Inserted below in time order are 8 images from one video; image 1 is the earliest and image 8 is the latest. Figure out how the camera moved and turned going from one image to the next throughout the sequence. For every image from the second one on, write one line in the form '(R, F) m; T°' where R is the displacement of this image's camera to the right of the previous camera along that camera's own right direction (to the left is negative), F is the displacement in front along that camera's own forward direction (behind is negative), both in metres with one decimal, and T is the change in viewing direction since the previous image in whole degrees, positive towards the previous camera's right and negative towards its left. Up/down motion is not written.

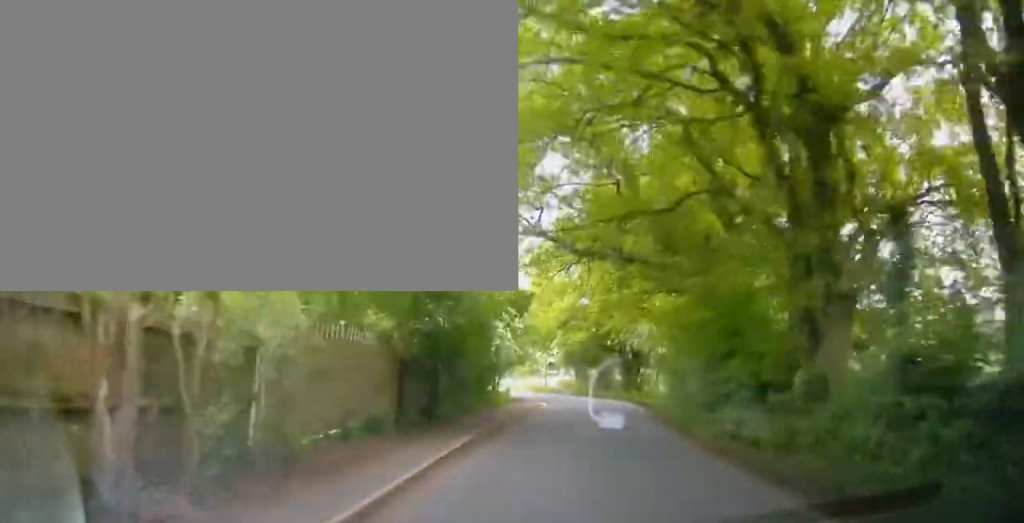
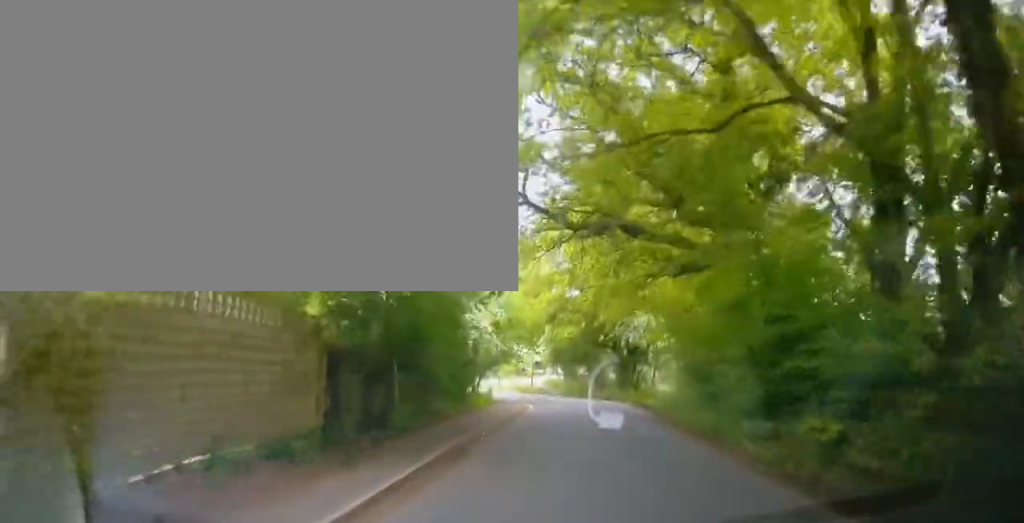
(+0.1, +3.6) m; -1°
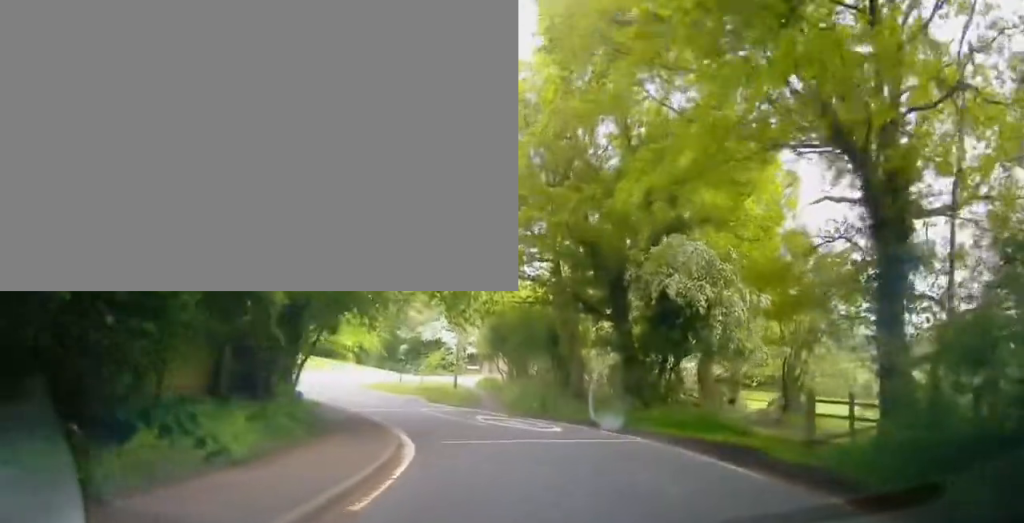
(-0.1, +17.0) m; +7°
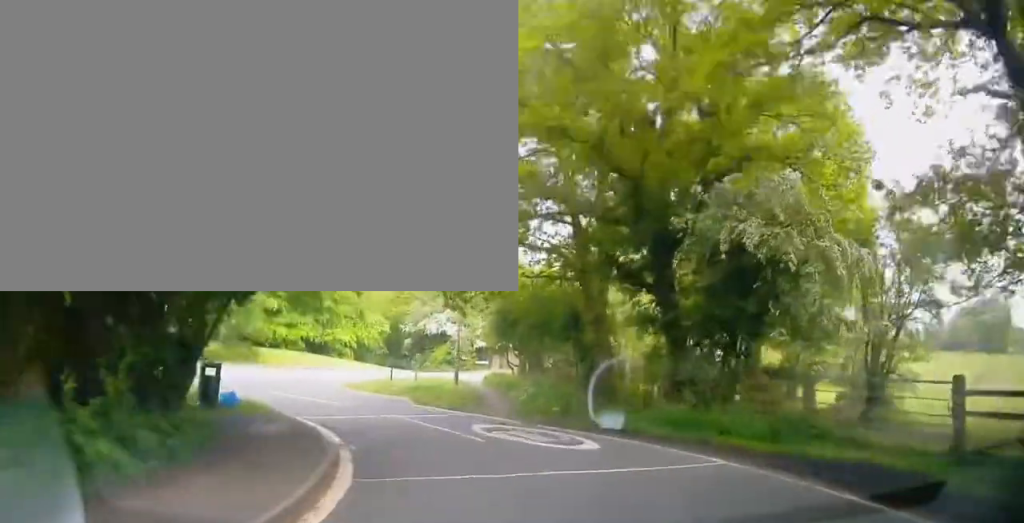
(+0.5, +4.5) m; +8°
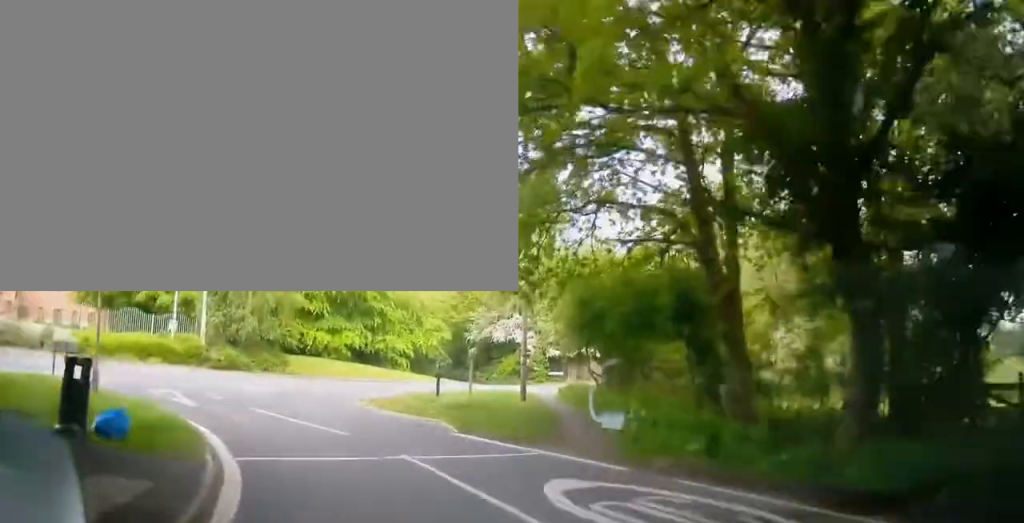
(+0.9, +6.6) m; 0°
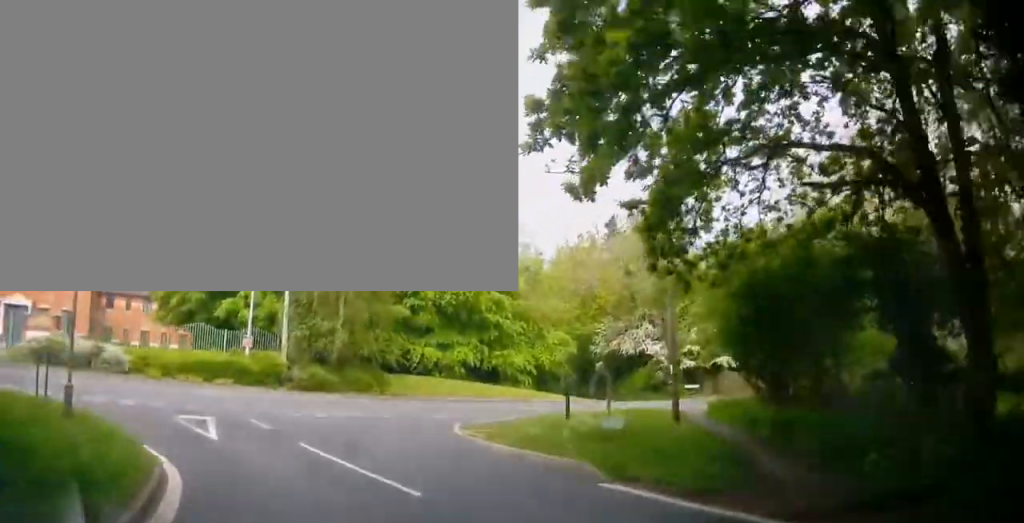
(-0.5, +5.1) m; -15°
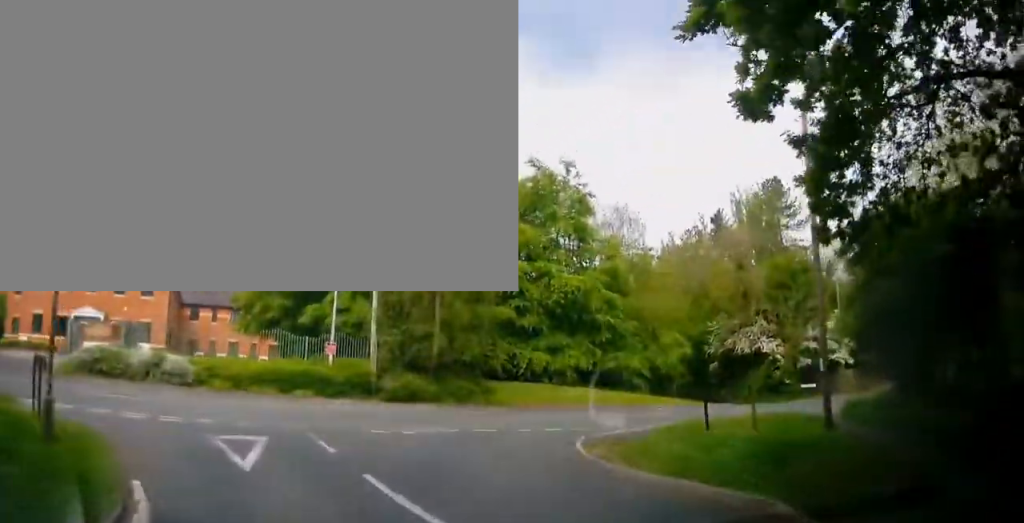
(-0.4, +3.1) m; -12°
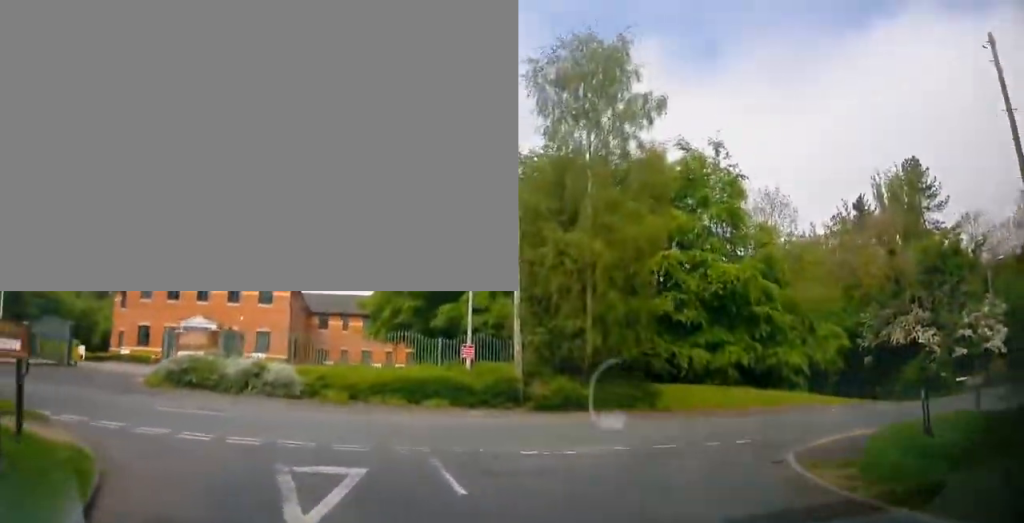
(-0.5, +3.5) m; -17°
